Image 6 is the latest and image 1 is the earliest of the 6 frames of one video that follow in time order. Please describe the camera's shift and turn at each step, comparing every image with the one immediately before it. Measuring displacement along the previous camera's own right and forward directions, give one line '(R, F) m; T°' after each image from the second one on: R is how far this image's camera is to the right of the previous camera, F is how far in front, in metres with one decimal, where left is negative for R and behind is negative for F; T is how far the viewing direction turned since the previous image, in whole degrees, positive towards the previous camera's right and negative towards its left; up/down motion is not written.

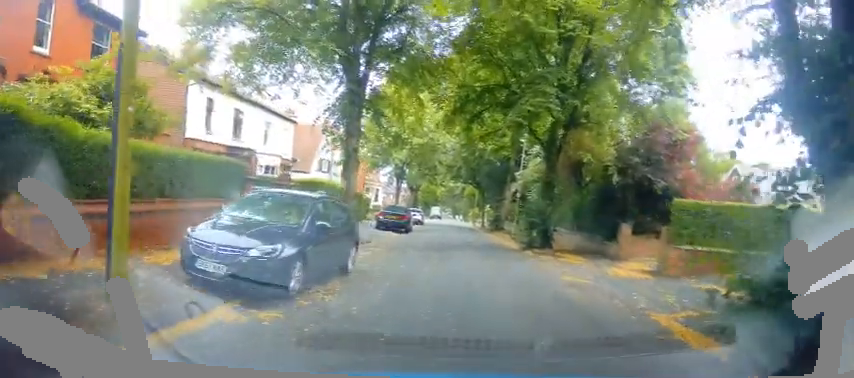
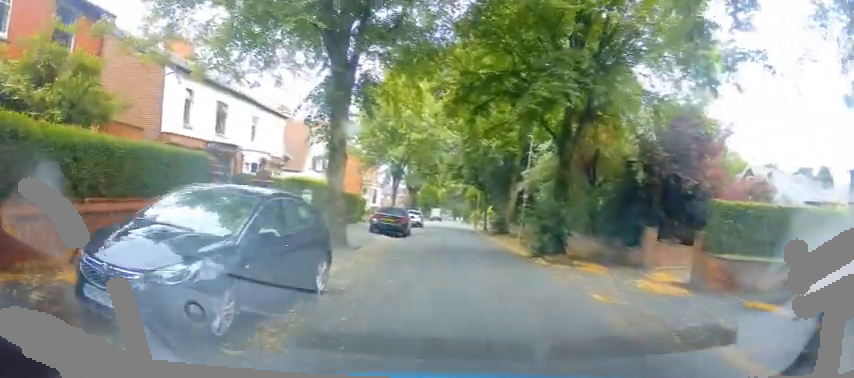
(0.0, +1.8) m; 0°
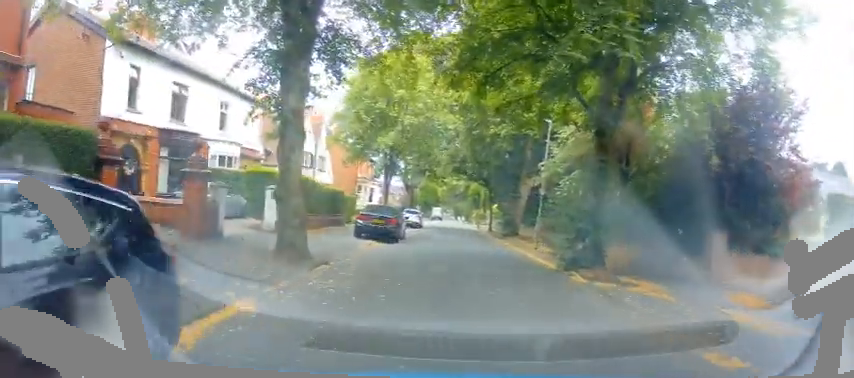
(0.0, +5.0) m; -2°
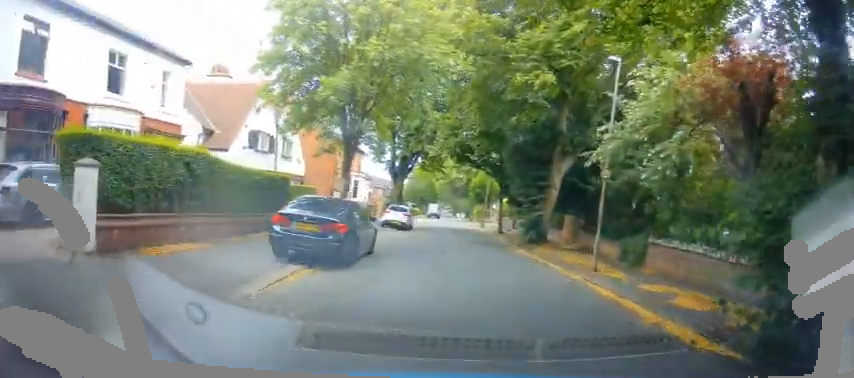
(-0.4, +10.0) m; -4°
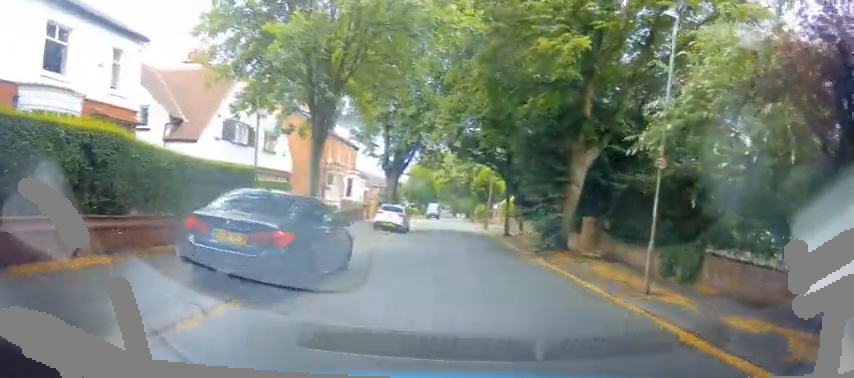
(0.0, +3.7) m; -2°
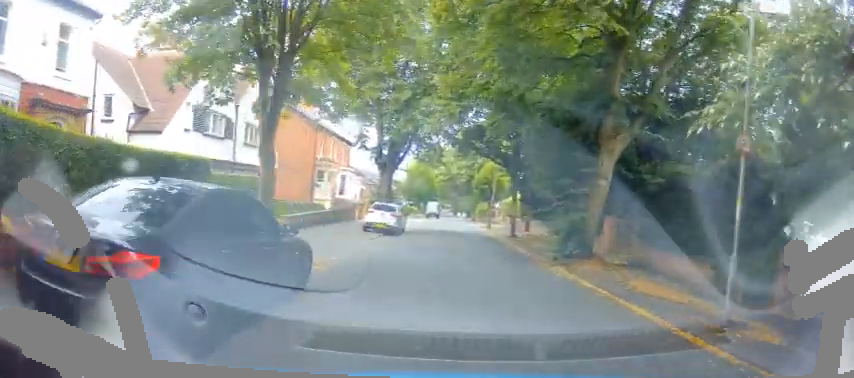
(-0.1, +3.2) m; +1°
